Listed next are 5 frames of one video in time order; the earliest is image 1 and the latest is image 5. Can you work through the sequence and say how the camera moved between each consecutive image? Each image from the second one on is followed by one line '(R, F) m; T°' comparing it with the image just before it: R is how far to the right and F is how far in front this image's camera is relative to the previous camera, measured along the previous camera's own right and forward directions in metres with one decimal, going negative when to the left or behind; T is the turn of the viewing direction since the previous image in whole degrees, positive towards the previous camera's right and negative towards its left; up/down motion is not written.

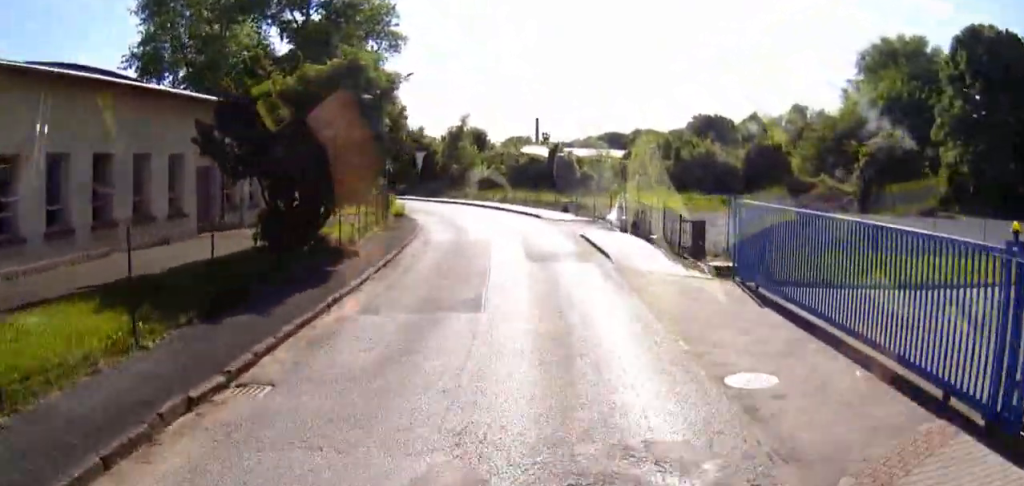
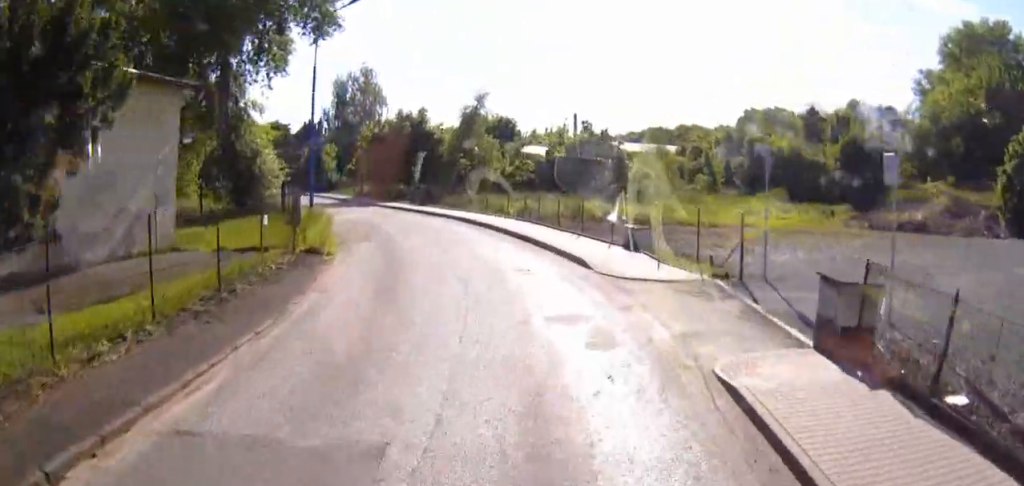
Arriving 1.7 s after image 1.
(-0.2, +20.1) m; -1°
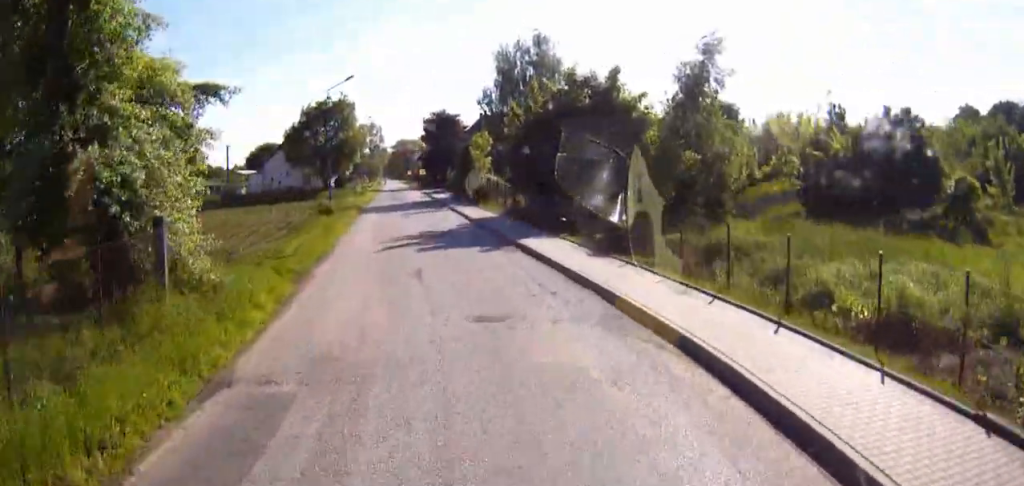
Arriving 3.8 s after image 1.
(-2.3, +24.8) m; -16°
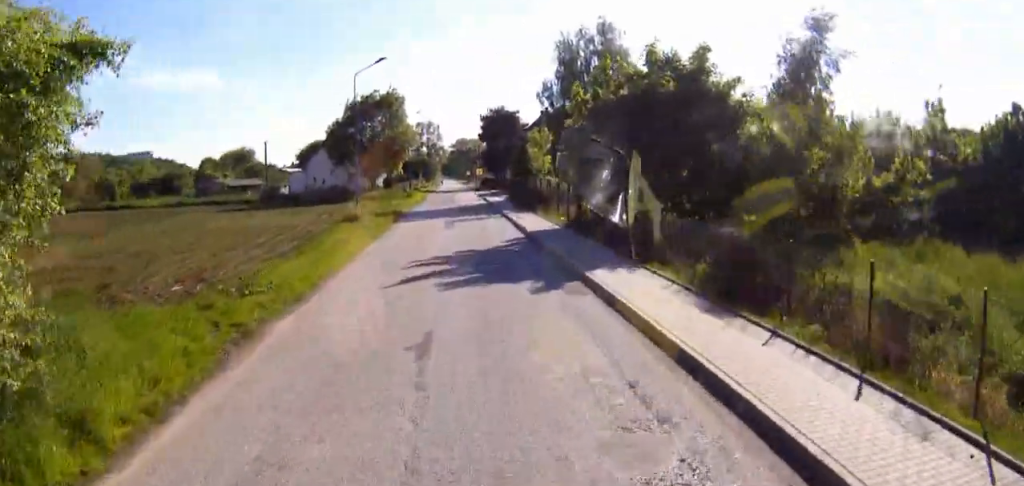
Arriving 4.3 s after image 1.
(-0.5, +6.9) m; -3°
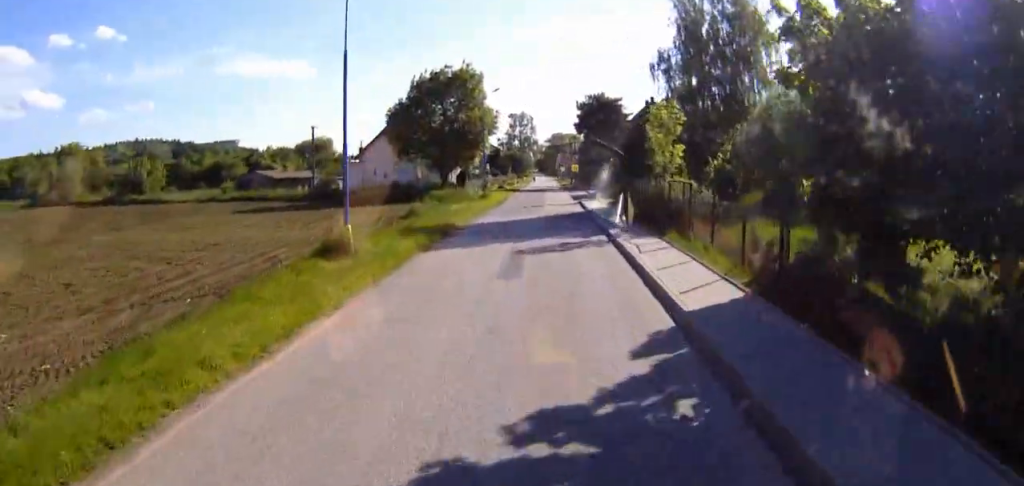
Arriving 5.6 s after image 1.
(-0.6, +15.3) m; -8°
